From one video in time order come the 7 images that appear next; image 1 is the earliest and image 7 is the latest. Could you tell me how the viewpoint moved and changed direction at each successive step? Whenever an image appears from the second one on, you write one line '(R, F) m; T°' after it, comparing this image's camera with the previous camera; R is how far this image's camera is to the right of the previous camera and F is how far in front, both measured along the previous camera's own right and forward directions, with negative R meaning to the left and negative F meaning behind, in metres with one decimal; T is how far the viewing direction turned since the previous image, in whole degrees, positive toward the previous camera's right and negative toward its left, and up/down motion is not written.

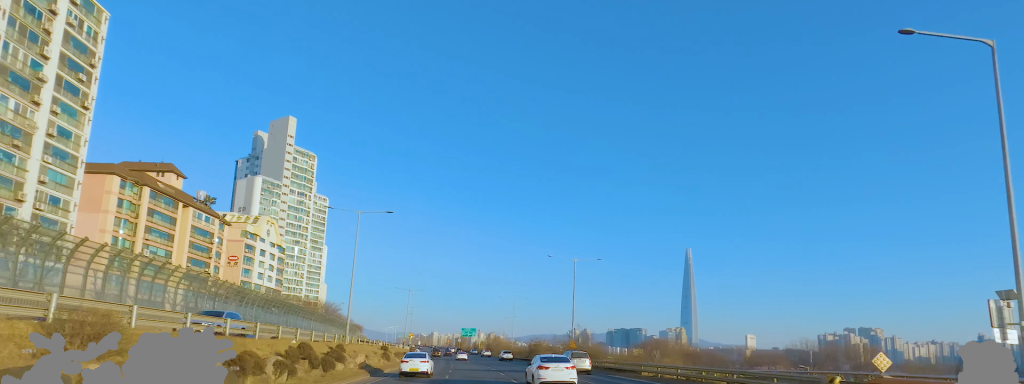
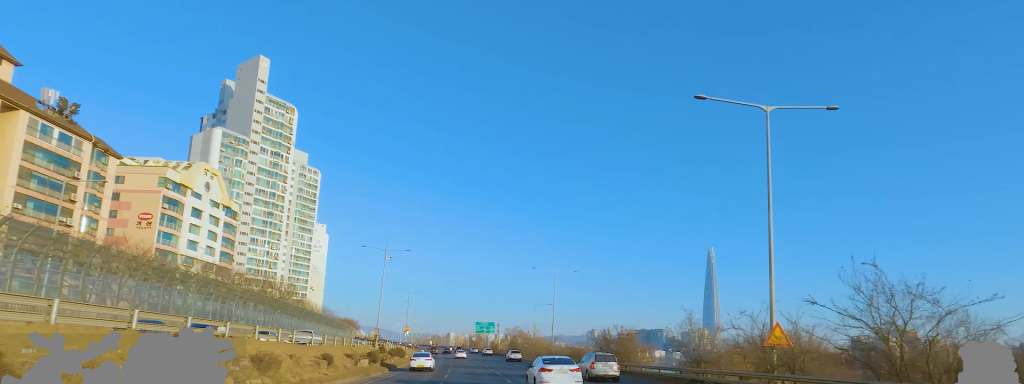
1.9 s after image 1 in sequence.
(-0.4, +39.8) m; -5°
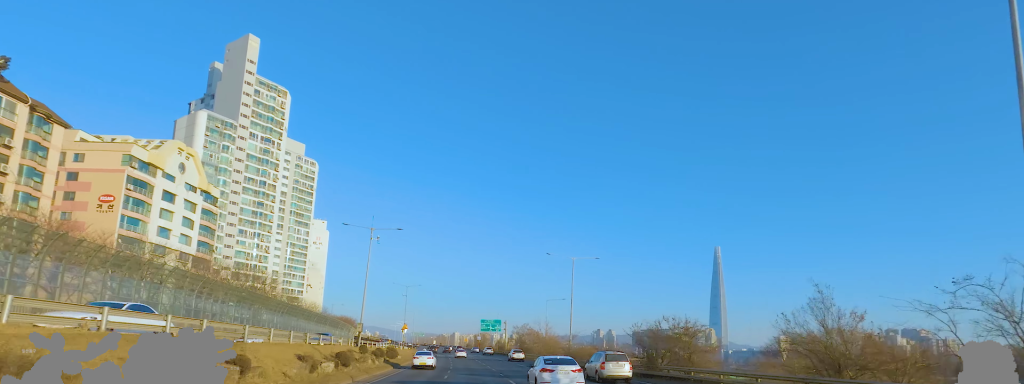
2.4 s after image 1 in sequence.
(-0.8, +10.6) m; 0°
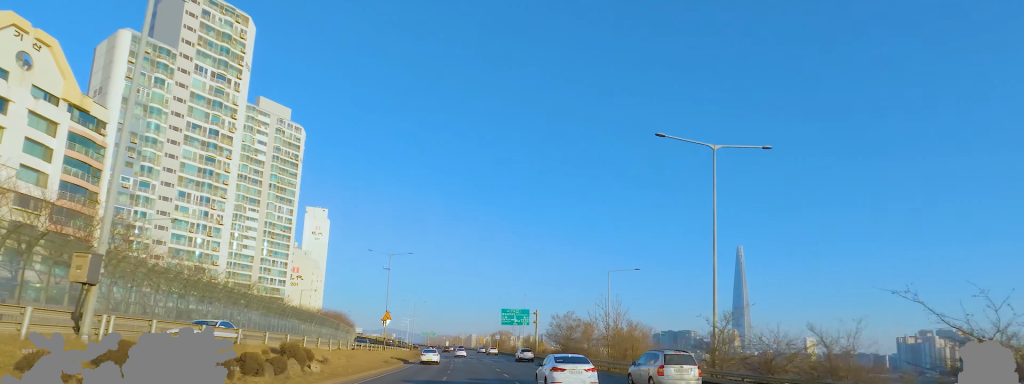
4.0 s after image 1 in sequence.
(+0.6, +34.7) m; -1°
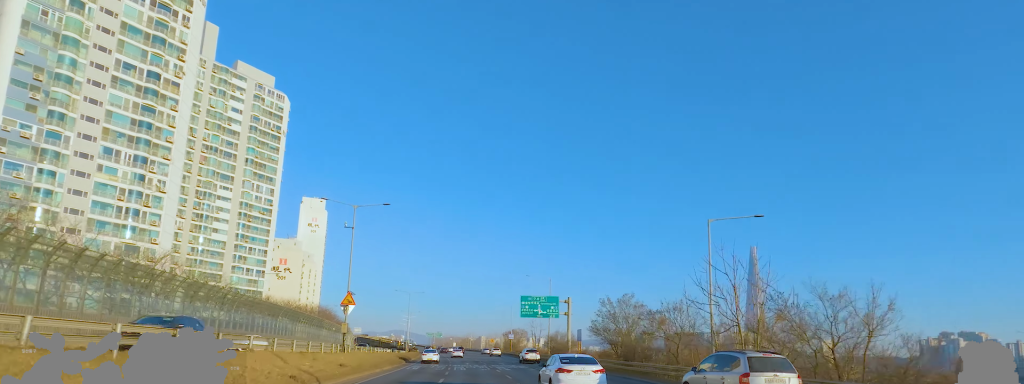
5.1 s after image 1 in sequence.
(-1.4, +22.8) m; -3°
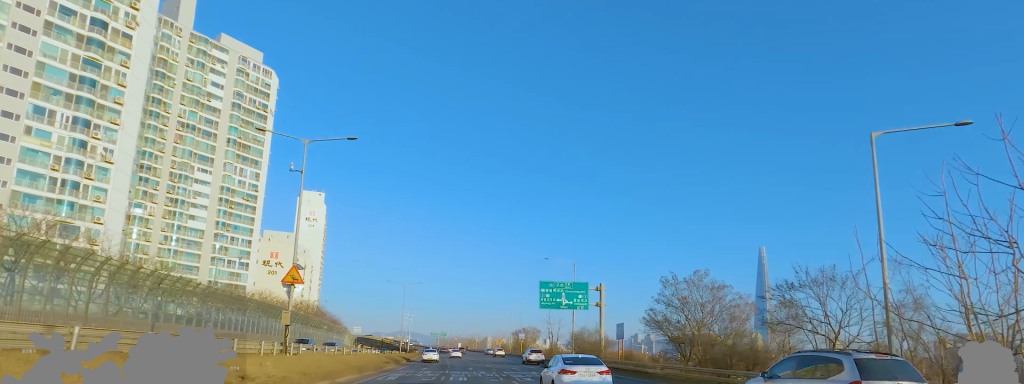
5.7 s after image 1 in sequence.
(0.0, +13.6) m; 0°
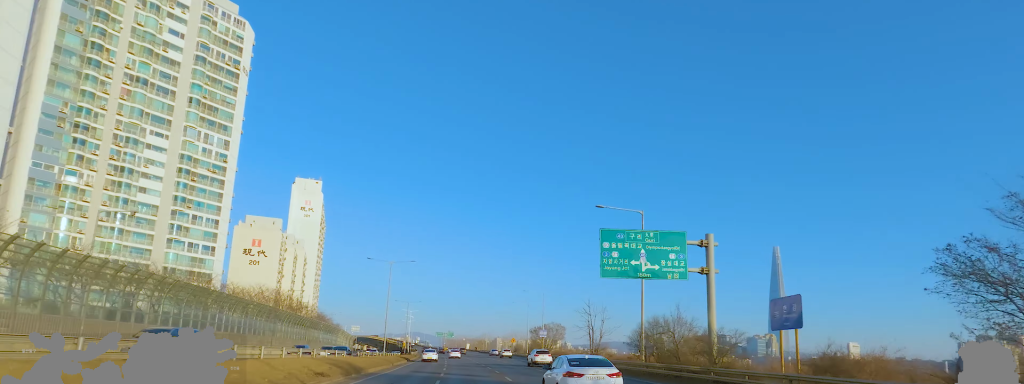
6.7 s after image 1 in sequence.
(+0.2, +20.5) m; 0°
